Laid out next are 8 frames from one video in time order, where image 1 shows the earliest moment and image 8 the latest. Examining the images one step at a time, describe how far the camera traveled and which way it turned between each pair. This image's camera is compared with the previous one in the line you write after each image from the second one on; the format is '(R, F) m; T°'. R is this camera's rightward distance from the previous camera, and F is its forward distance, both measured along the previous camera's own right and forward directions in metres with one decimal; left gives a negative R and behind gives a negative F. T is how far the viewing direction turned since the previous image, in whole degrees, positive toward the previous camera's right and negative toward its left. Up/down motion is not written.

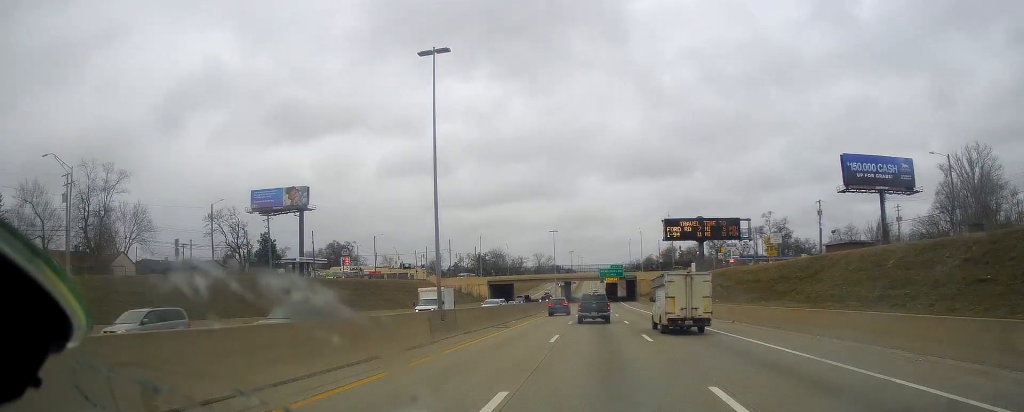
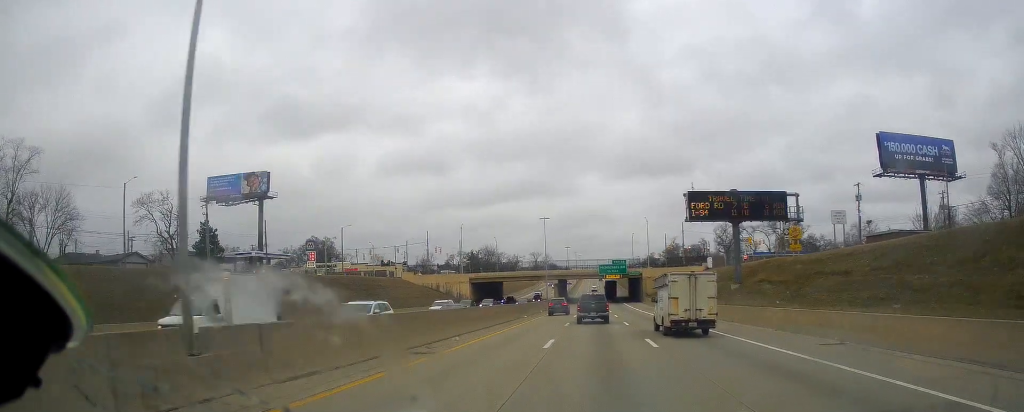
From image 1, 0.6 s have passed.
(-0.4, +17.6) m; 0°
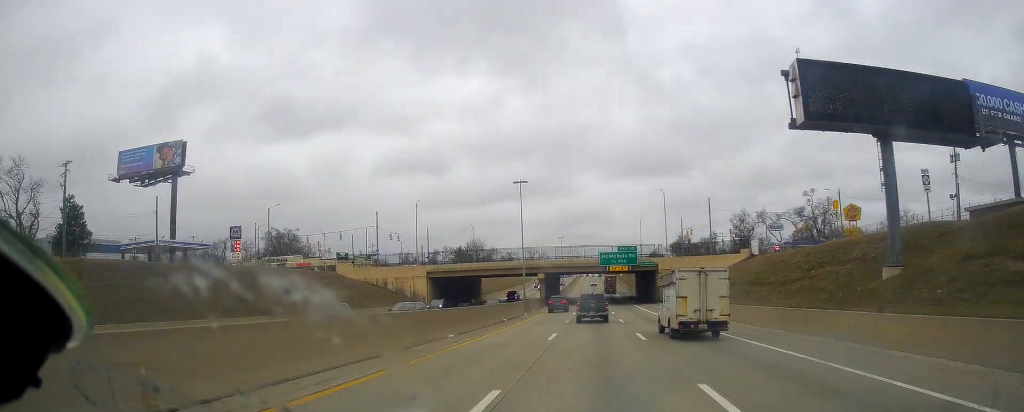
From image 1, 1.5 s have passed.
(+0.2, +28.1) m; 0°
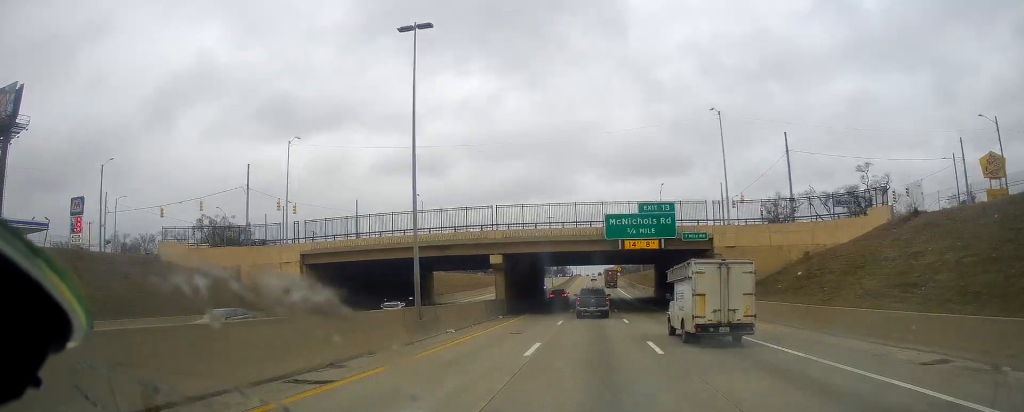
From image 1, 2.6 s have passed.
(-0.2, +37.0) m; +1°
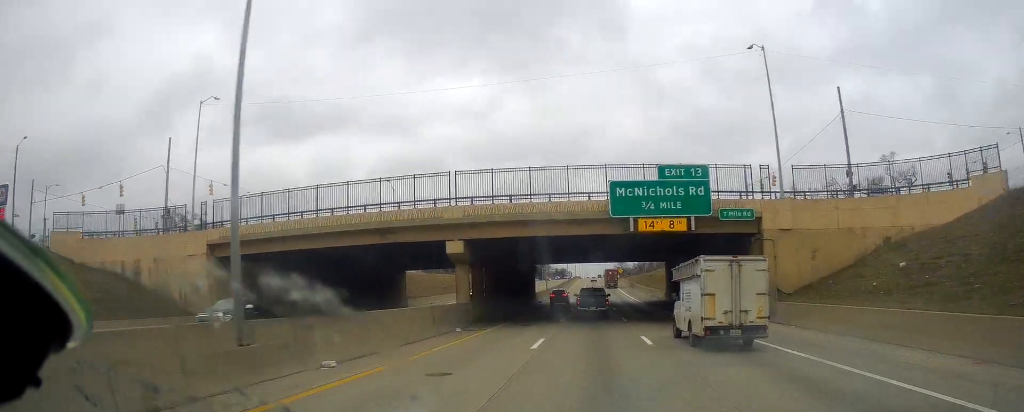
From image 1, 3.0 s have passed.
(+0.3, +12.9) m; 0°
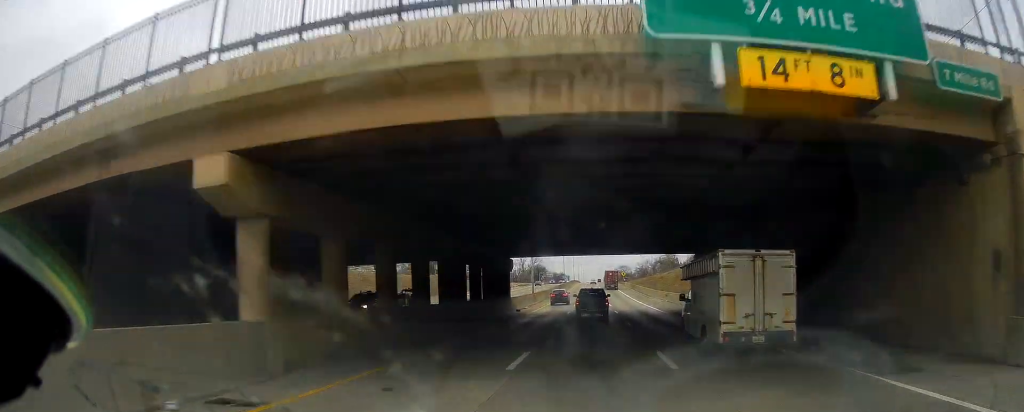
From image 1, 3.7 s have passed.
(+0.5, +20.5) m; 0°
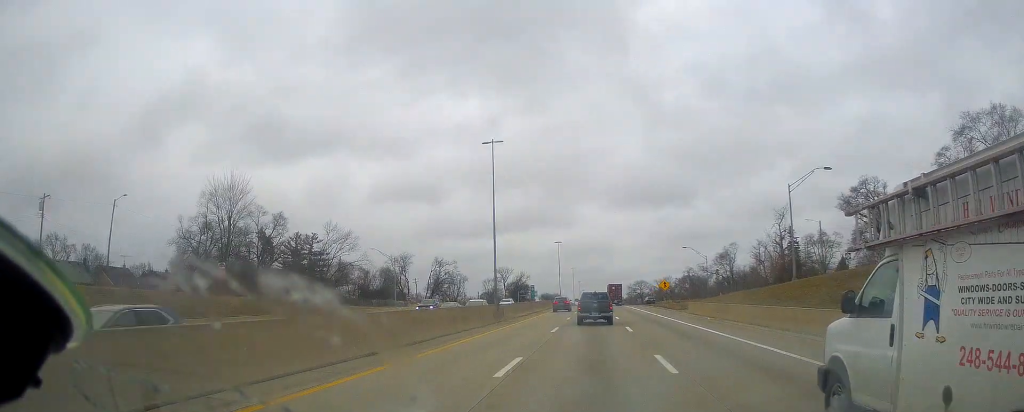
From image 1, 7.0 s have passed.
(-0.4, +108.4) m; -1°
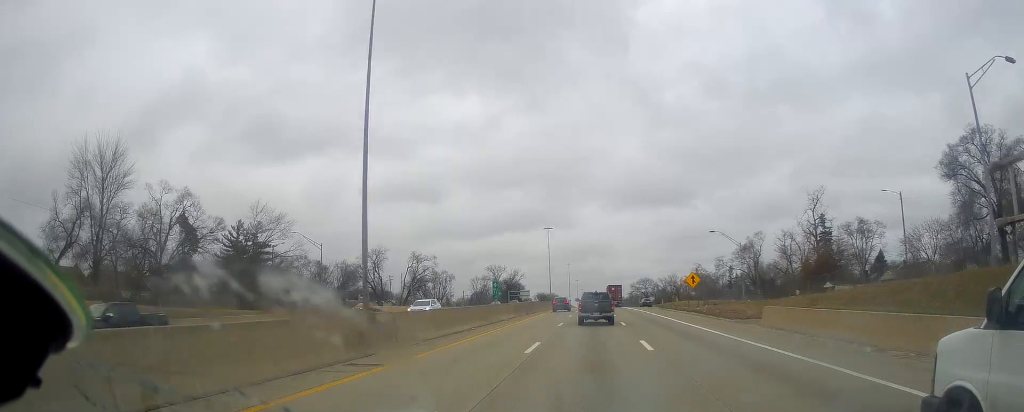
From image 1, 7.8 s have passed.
(-0.4, +25.3) m; -1°
